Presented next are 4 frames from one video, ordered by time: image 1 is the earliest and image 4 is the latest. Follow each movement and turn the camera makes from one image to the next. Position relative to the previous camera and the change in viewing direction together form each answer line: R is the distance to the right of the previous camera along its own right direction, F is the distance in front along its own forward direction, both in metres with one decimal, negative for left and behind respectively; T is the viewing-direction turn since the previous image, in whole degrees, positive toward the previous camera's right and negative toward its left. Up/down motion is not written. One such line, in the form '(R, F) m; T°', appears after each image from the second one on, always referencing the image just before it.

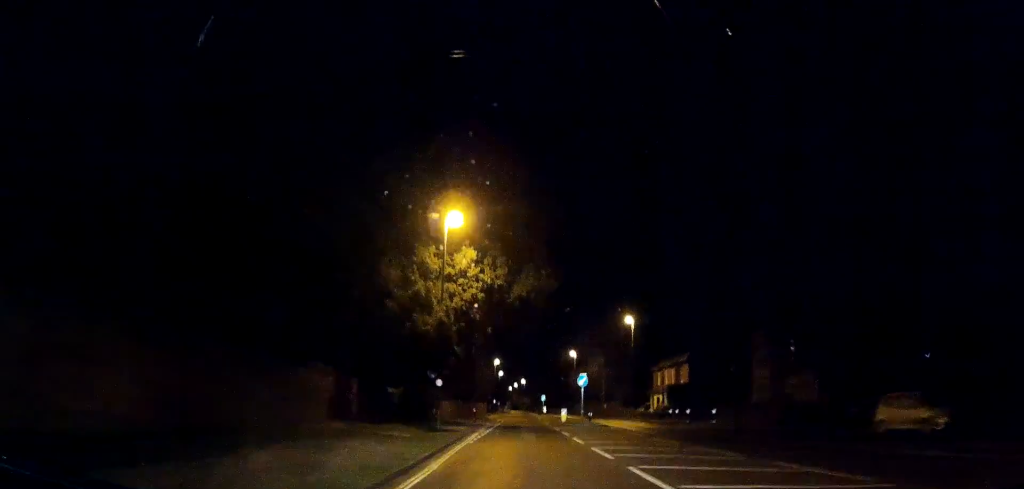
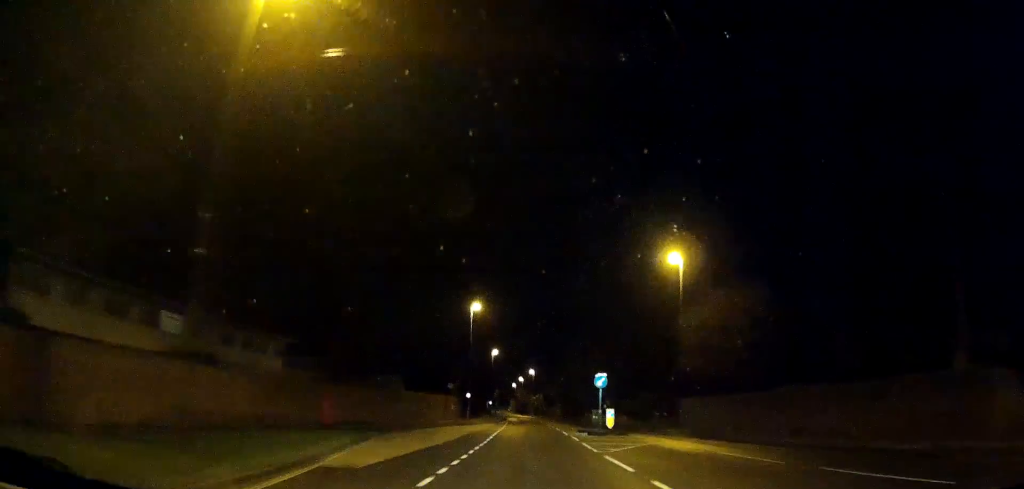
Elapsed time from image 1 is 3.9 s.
(-1.0, +67.2) m; -2°
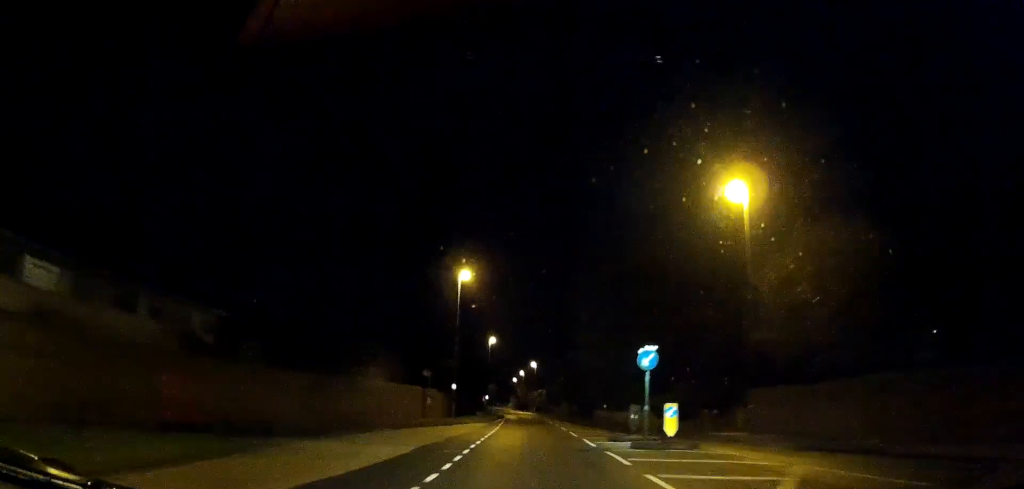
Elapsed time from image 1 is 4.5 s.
(-0.2, +11.3) m; +1°
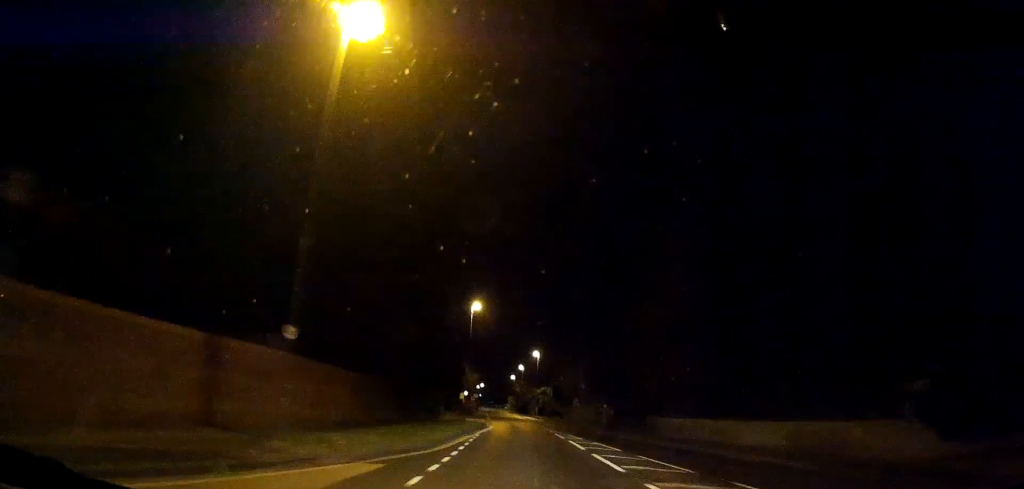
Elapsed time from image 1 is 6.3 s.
(+0.7, +30.2) m; +1°
